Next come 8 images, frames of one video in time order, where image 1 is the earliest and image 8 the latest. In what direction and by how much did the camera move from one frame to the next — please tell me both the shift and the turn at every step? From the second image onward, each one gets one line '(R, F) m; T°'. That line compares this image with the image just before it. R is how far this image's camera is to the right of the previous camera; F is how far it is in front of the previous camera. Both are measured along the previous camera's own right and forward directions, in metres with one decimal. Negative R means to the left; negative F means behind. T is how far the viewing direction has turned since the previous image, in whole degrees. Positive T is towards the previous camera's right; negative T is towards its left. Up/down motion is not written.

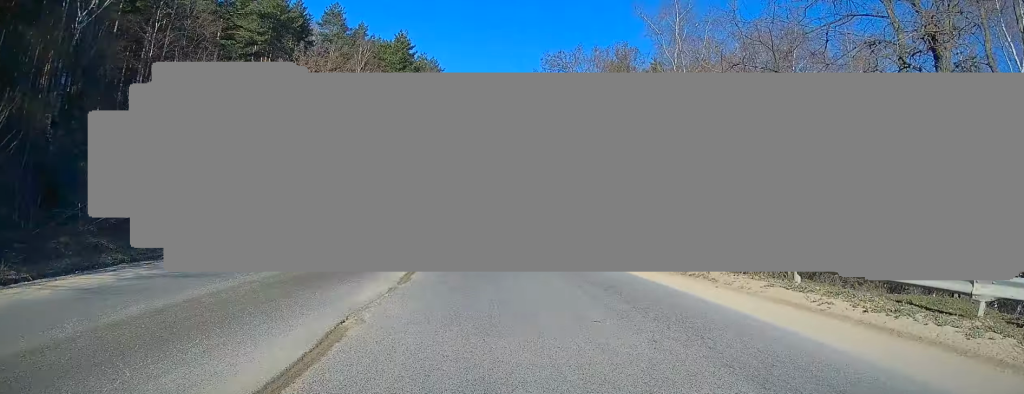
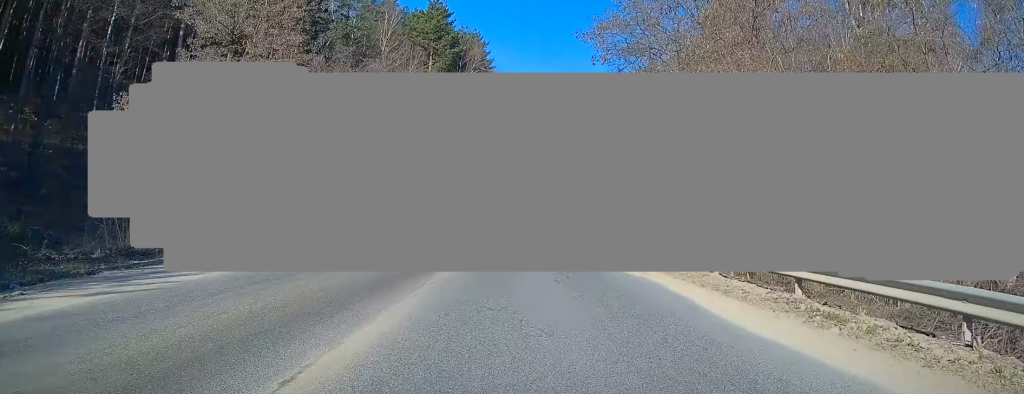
(-1.5, +16.9) m; -5°
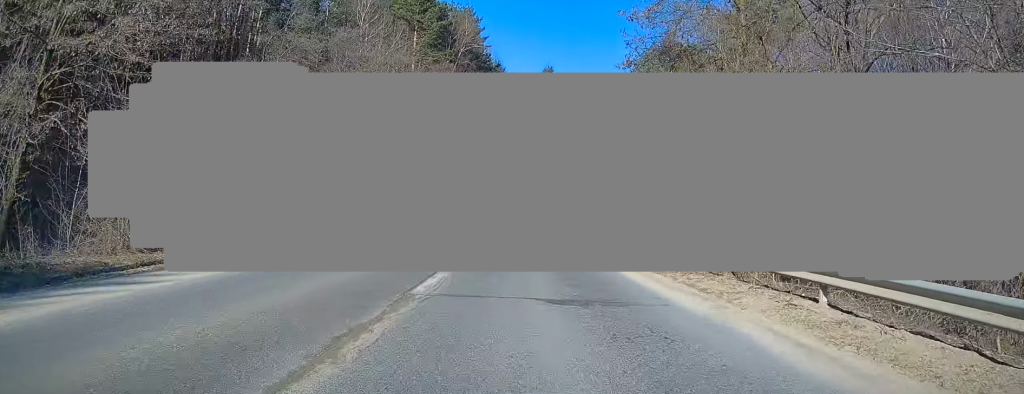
(-0.2, +9.6) m; 0°
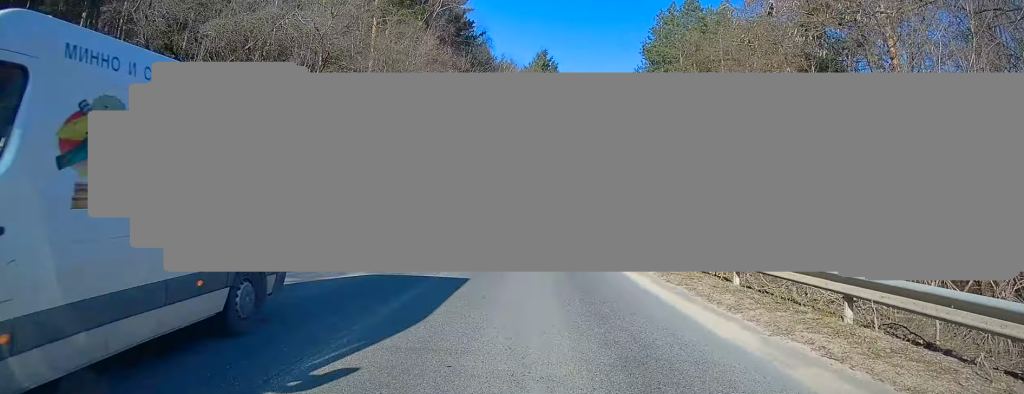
(+0.3, +13.5) m; +2°
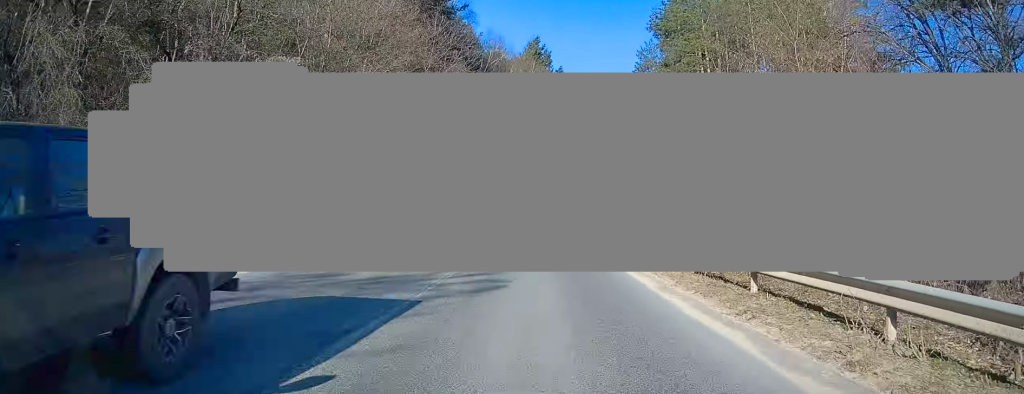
(+0.1, +9.2) m; +1°
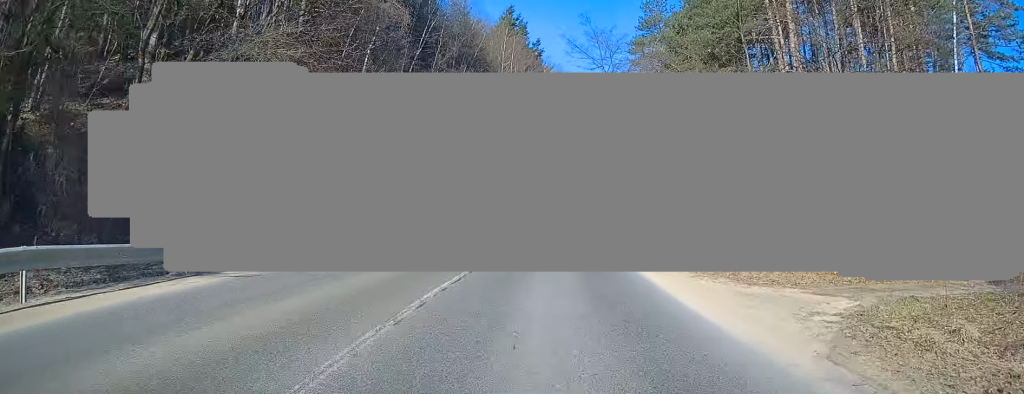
(+0.4, +16.2) m; +3°
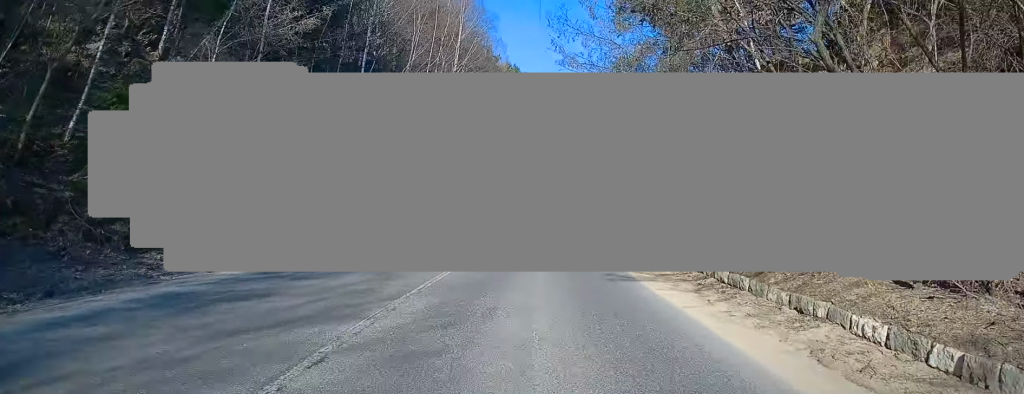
(+2.3, +29.4) m; +8°
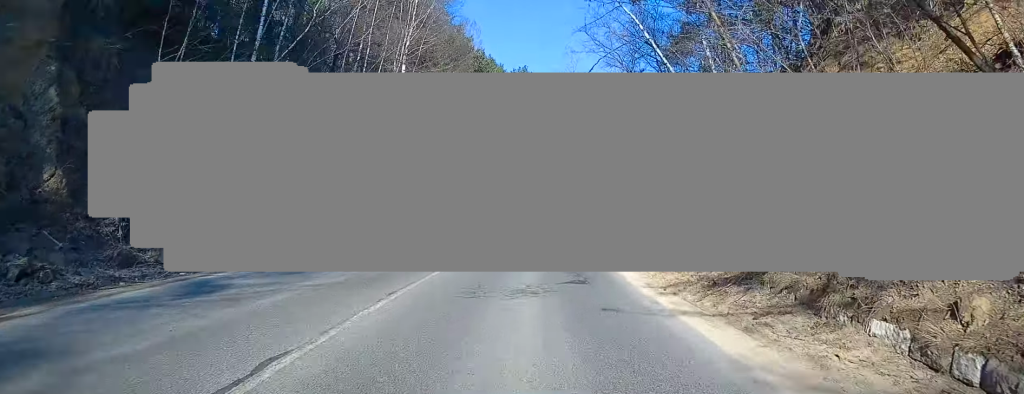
(+0.2, +8.7) m; +1°
